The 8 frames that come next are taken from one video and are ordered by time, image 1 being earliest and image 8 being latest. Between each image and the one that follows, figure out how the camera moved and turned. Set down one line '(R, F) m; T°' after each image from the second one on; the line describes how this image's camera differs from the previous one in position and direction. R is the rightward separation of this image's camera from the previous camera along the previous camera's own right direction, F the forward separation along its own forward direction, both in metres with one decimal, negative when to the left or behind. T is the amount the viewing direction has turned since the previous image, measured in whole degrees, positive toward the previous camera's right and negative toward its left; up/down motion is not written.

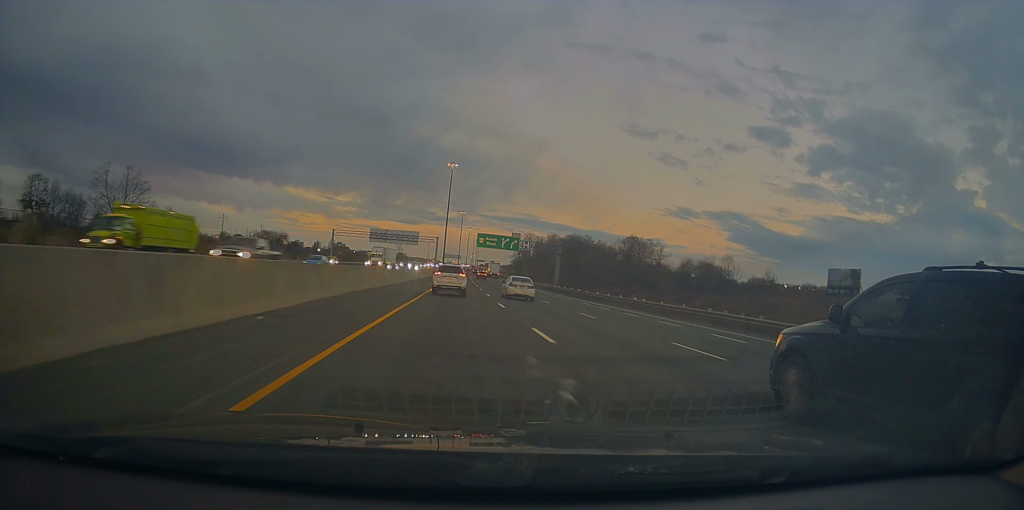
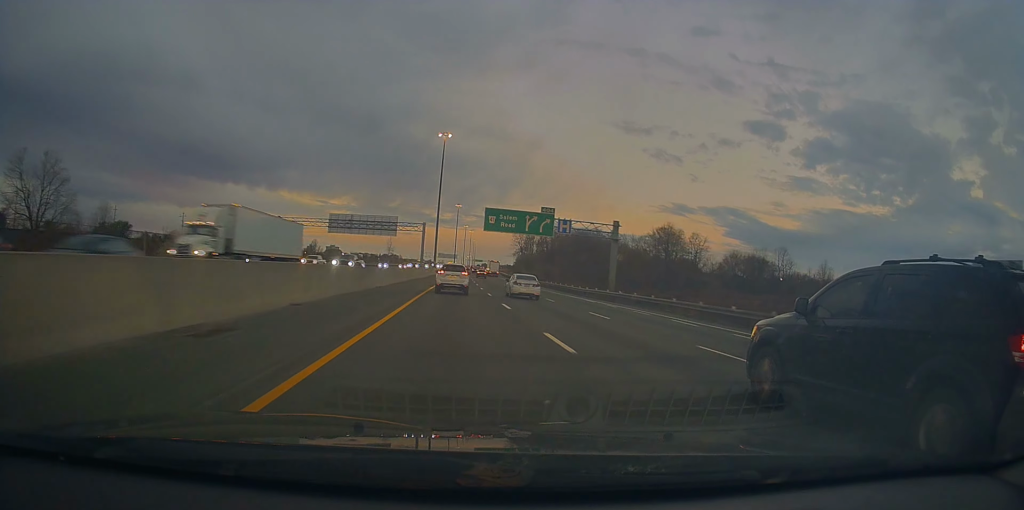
(-0.2, +37.0) m; -1°
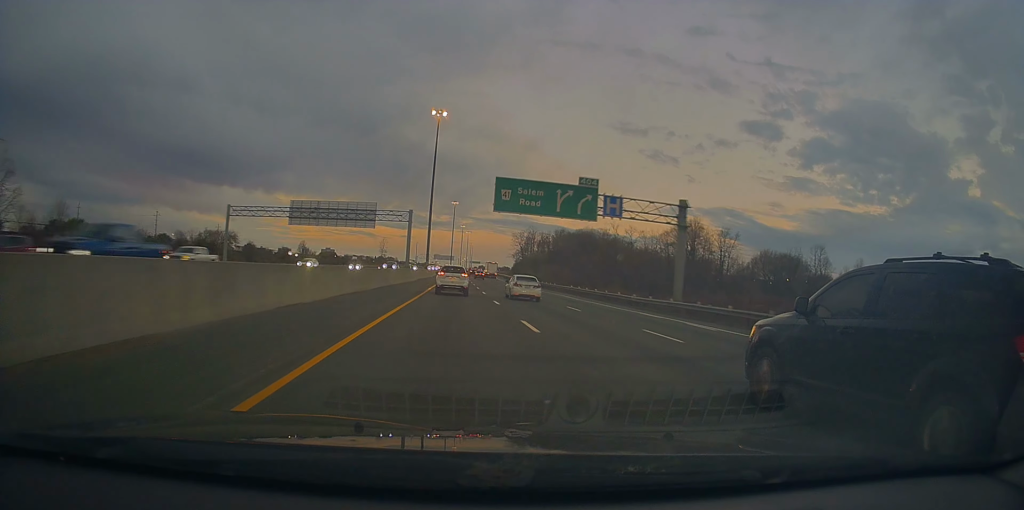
(-0.1, +19.7) m; 0°
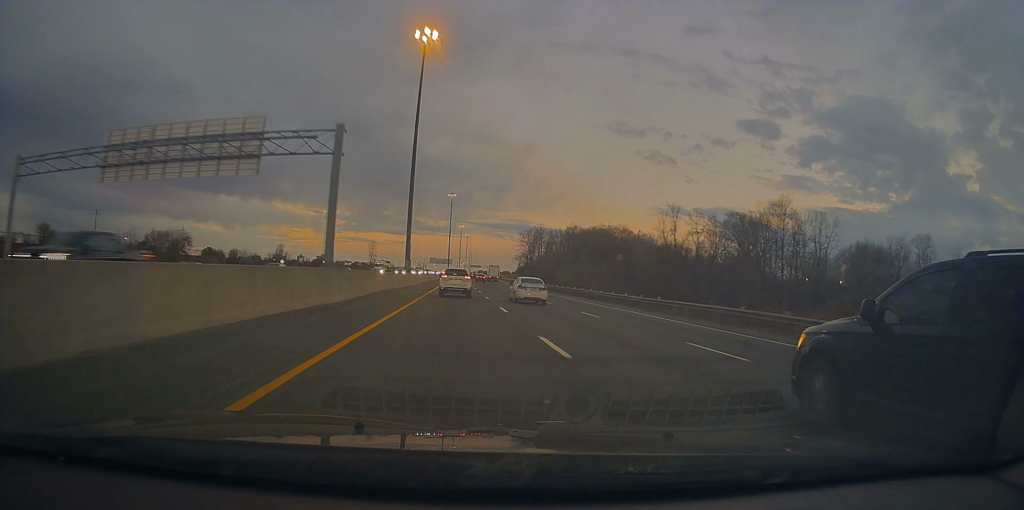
(+0.1, +39.4) m; 0°
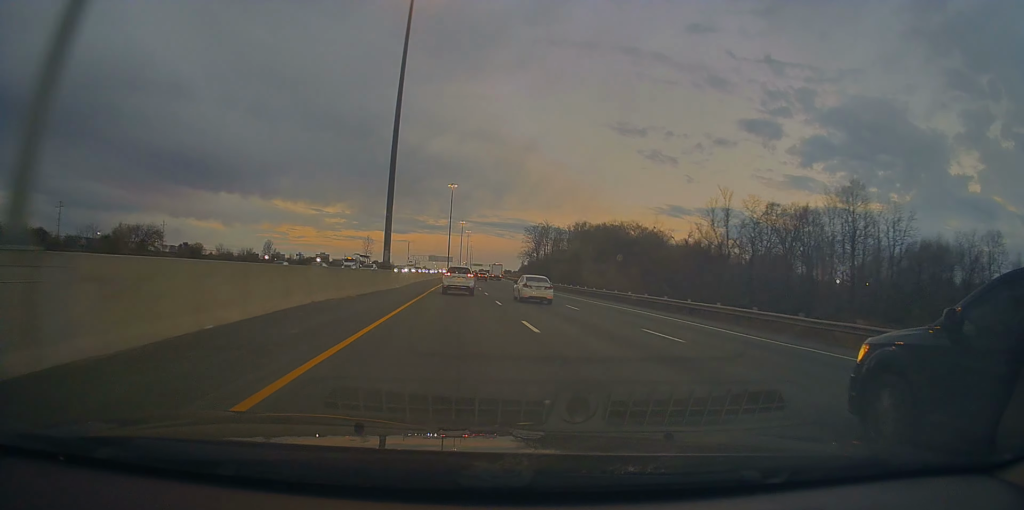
(0.0, +19.9) m; +1°
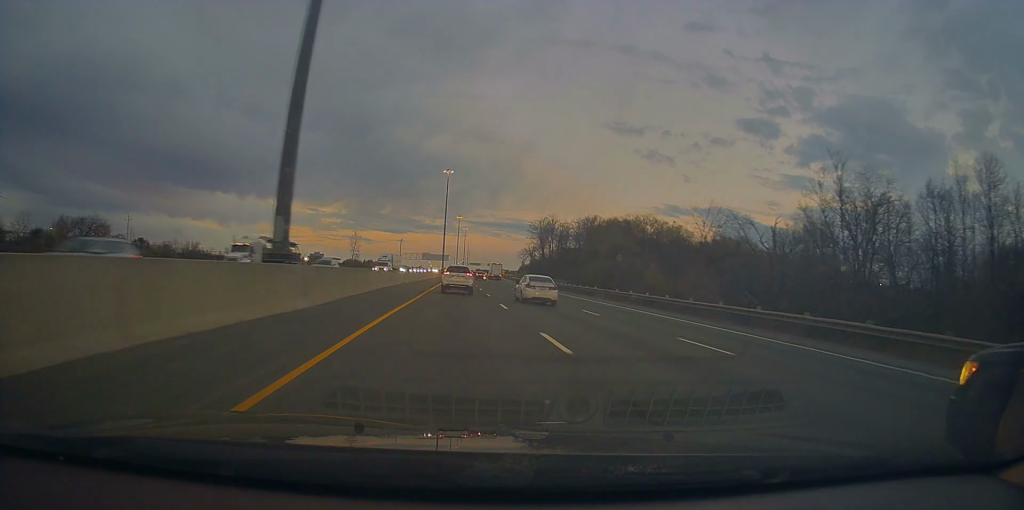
(+0.2, +27.3) m; +1°
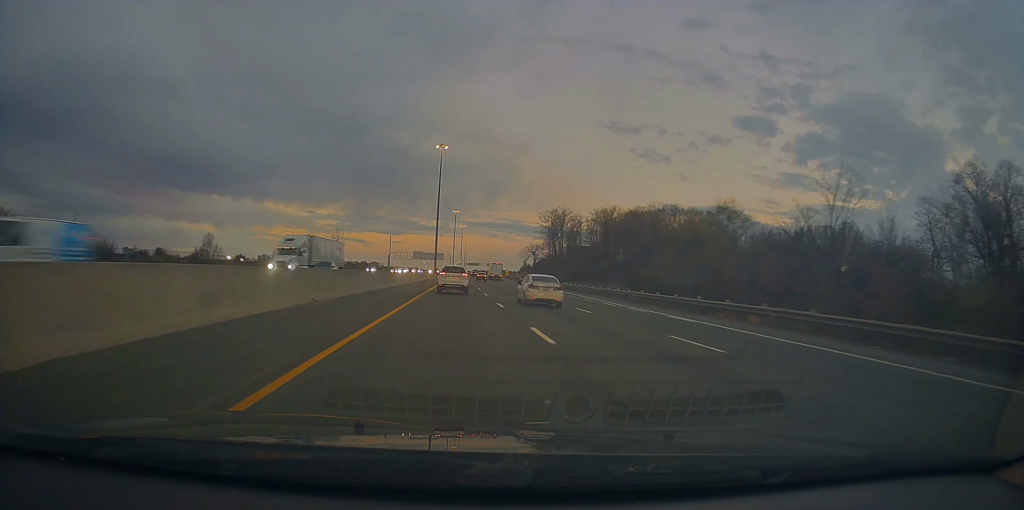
(+0.1, +34.8) m; 0°
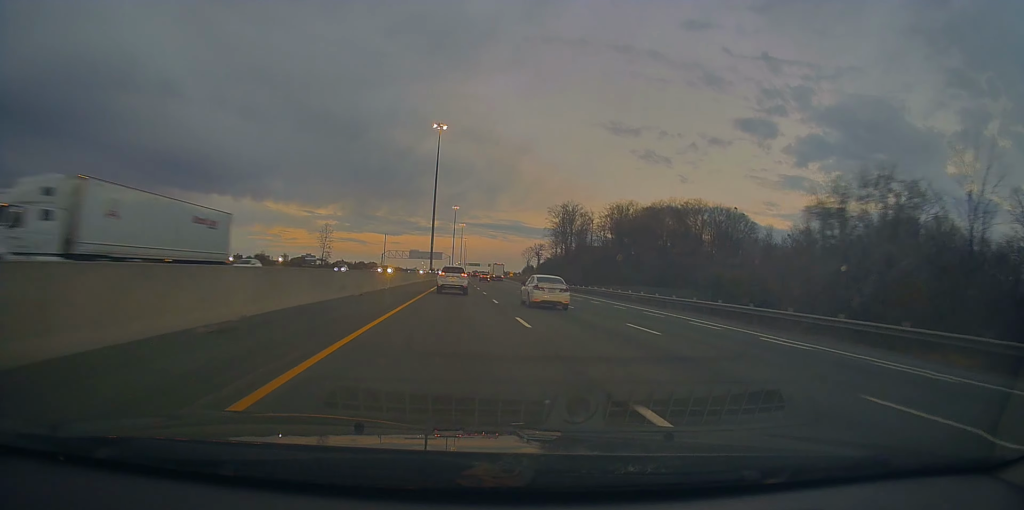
(-0.3, +20.0) m; 0°
